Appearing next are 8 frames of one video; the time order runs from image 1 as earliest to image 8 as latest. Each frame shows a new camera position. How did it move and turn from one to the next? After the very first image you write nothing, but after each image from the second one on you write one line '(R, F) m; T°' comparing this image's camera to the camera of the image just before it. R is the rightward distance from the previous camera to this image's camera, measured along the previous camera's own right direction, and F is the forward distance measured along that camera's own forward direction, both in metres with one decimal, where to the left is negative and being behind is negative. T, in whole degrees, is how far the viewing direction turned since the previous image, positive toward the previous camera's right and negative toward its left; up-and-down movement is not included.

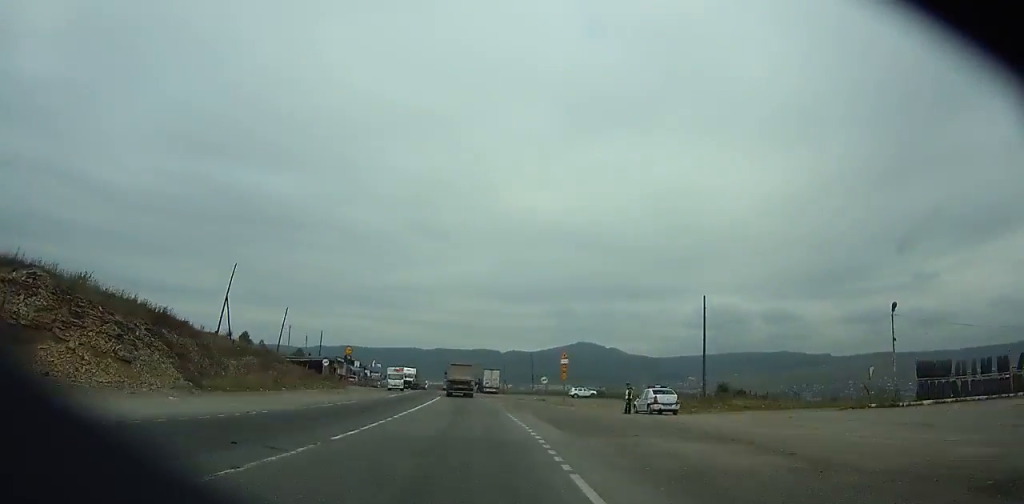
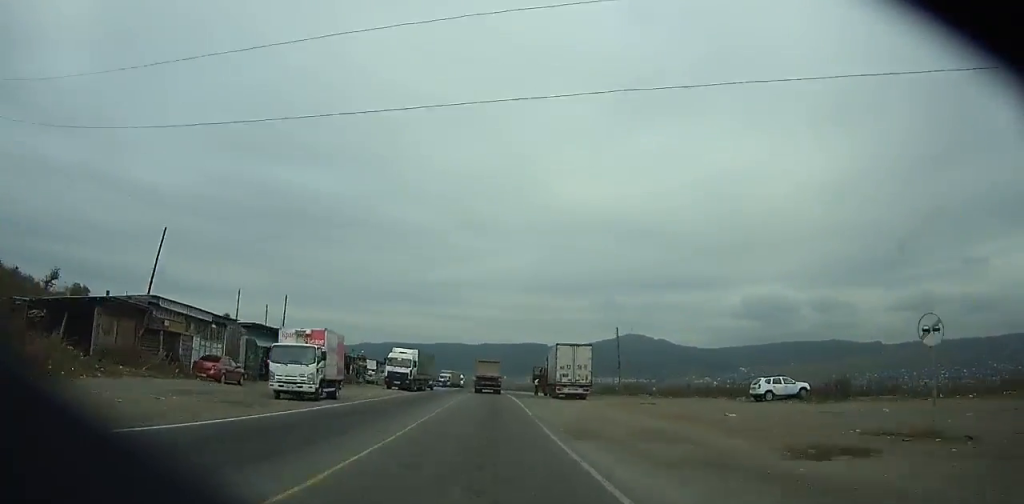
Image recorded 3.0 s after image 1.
(-2.2, +52.3) m; -4°
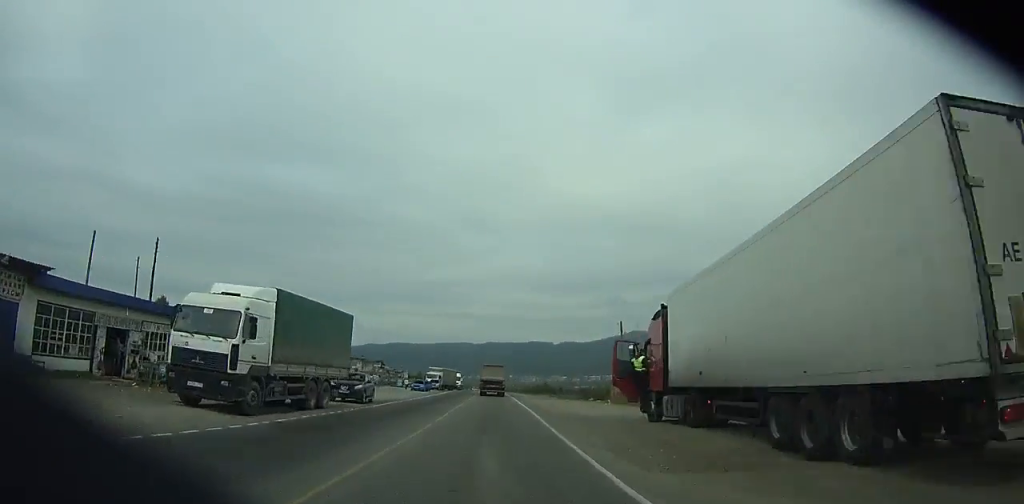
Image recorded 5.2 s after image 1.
(-0.9, +38.1) m; -1°
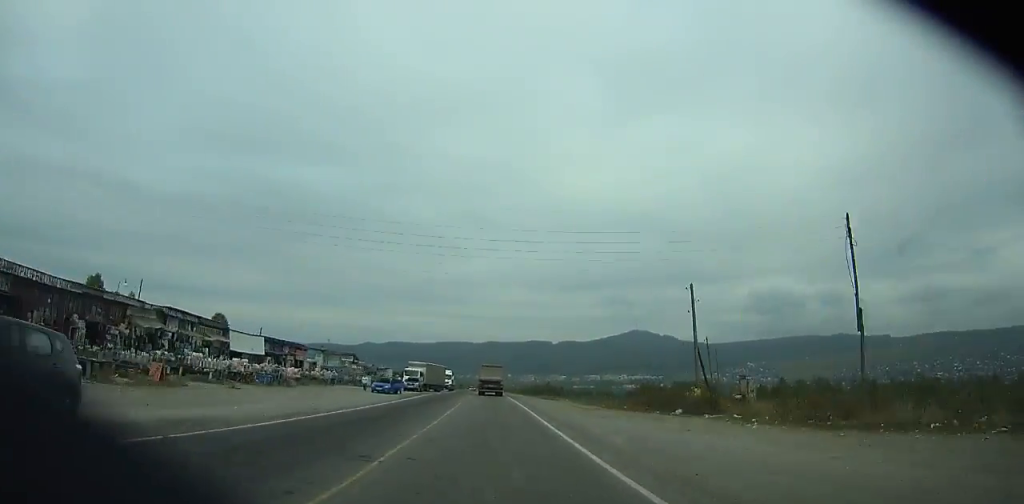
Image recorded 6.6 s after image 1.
(0.0, +24.6) m; 0°
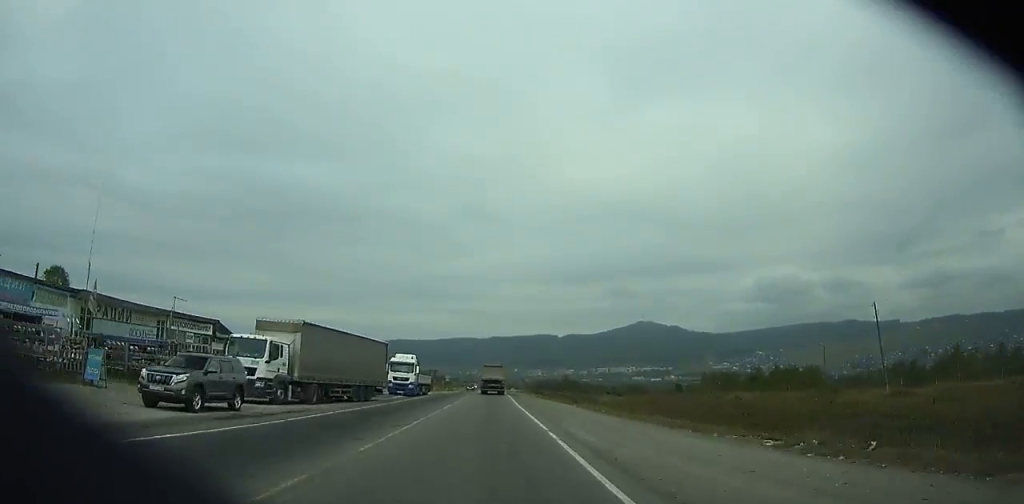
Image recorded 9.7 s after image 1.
(-0.1, +55.2) m; 0°
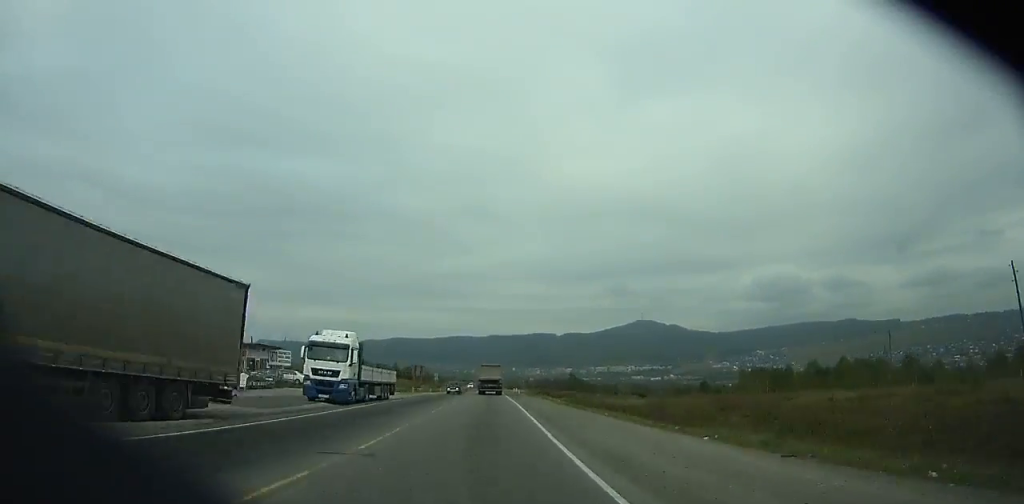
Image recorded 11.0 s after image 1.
(-0.1, +23.6) m; 0°
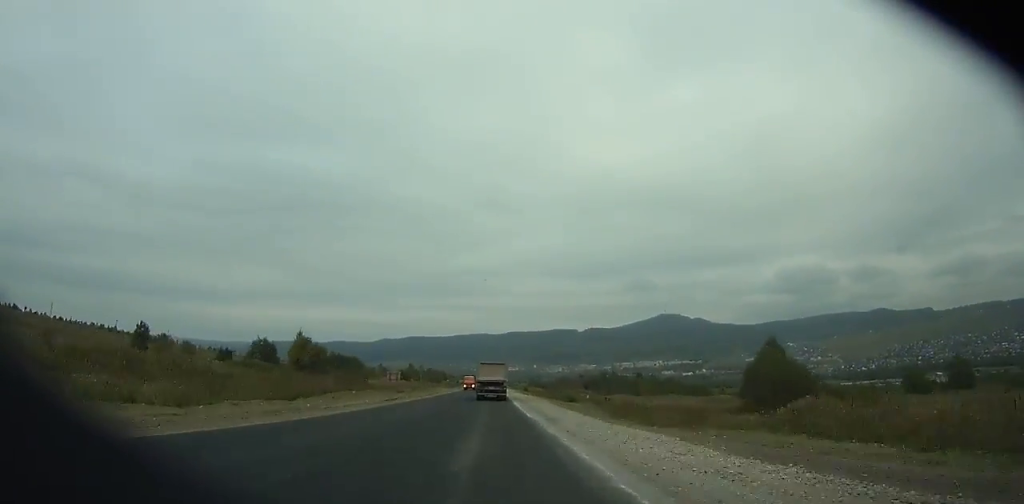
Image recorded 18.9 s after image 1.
(-1.0, +150.7) m; -1°
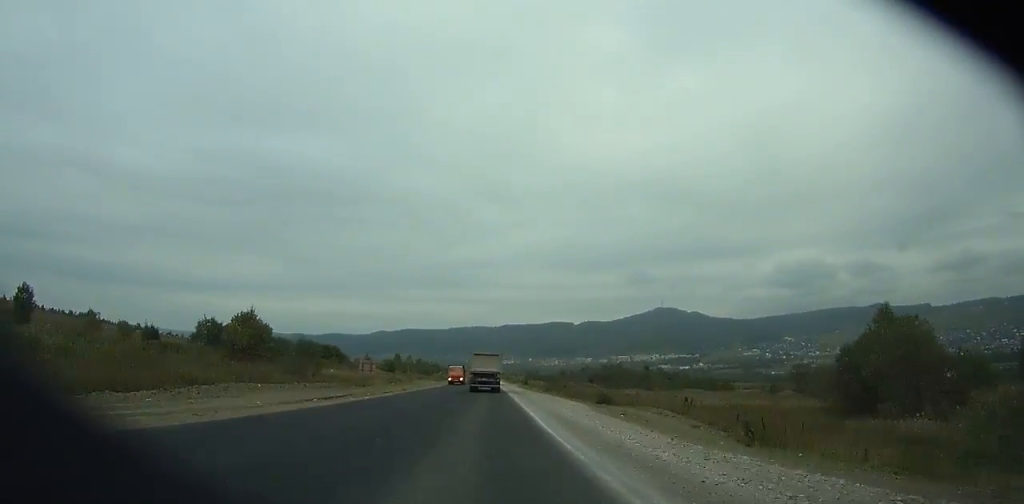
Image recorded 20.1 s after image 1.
(0.0, +23.3) m; 0°
